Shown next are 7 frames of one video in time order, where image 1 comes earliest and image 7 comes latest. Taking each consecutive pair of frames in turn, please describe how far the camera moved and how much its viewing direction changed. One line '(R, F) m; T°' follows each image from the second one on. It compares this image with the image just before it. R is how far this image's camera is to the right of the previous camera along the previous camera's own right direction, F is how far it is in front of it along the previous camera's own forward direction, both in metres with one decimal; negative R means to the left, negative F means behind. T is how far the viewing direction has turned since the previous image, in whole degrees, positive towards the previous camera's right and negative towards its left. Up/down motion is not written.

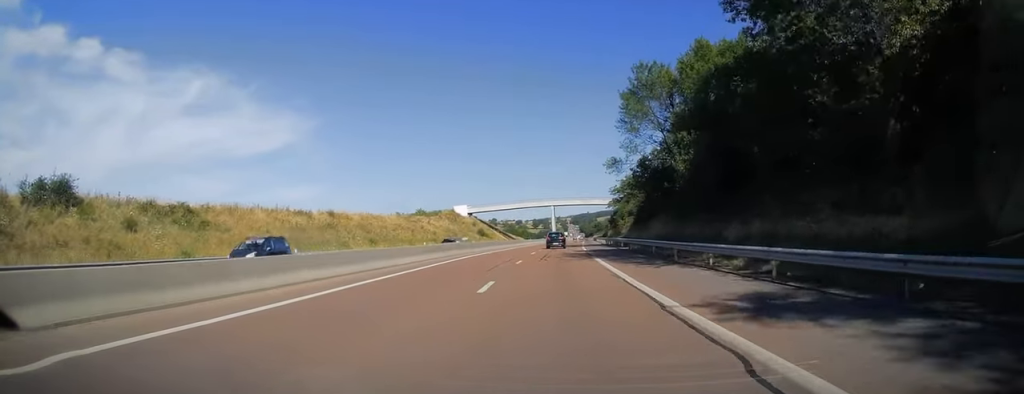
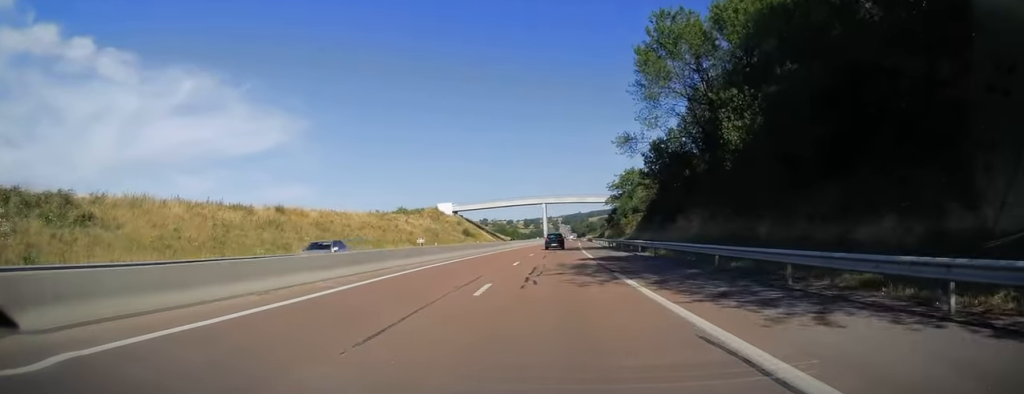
(0.0, +13.4) m; +1°
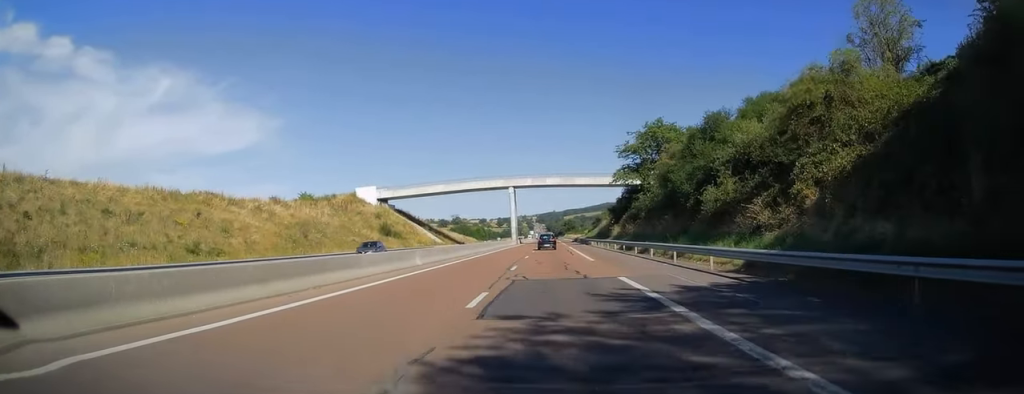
(+1.5, +53.4) m; +3°
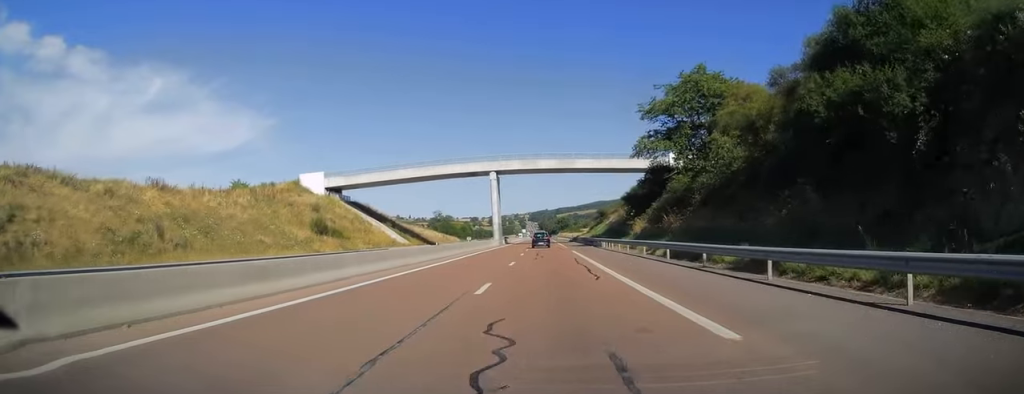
(0.0, +23.7) m; +1°
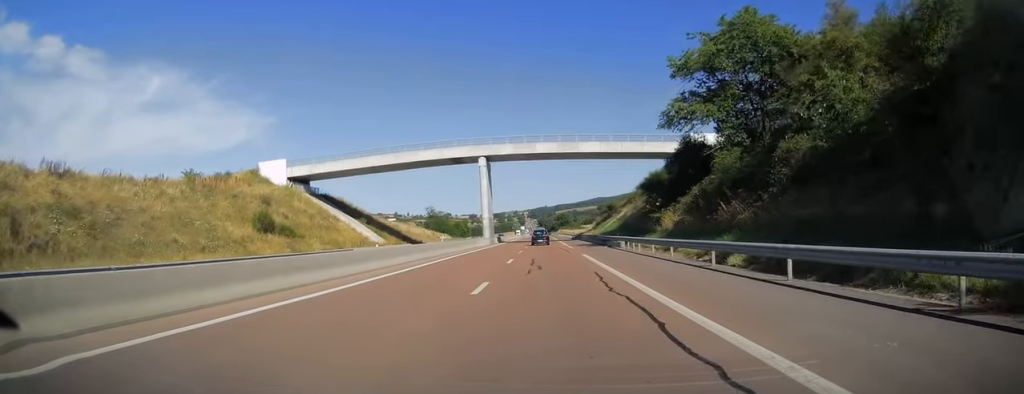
(+0.1, +13.4) m; 0°
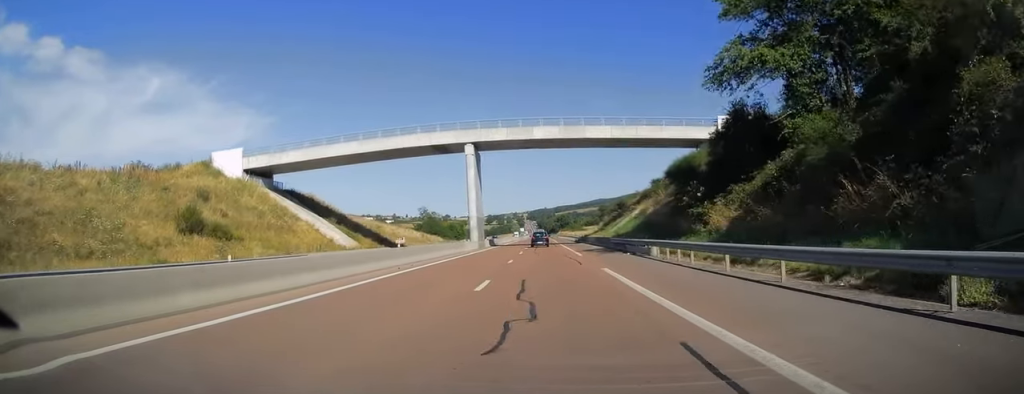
(+0.1, +11.9) m; 0°
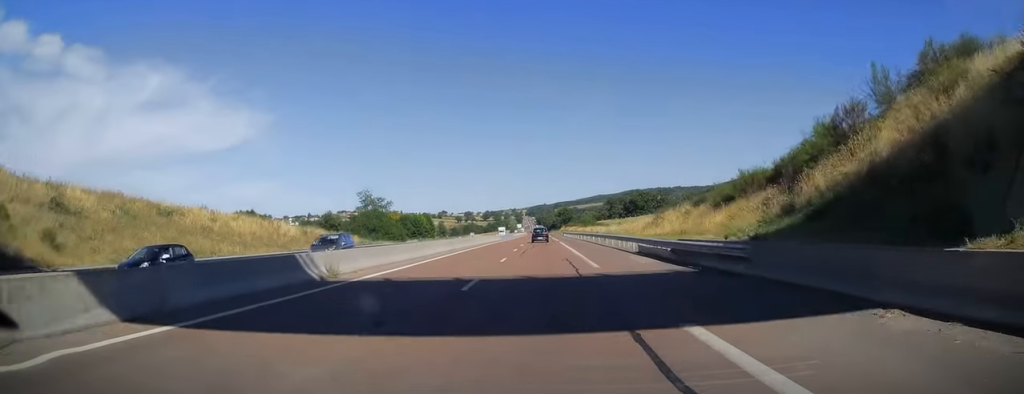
(-0.7, +65.3) m; -1°
